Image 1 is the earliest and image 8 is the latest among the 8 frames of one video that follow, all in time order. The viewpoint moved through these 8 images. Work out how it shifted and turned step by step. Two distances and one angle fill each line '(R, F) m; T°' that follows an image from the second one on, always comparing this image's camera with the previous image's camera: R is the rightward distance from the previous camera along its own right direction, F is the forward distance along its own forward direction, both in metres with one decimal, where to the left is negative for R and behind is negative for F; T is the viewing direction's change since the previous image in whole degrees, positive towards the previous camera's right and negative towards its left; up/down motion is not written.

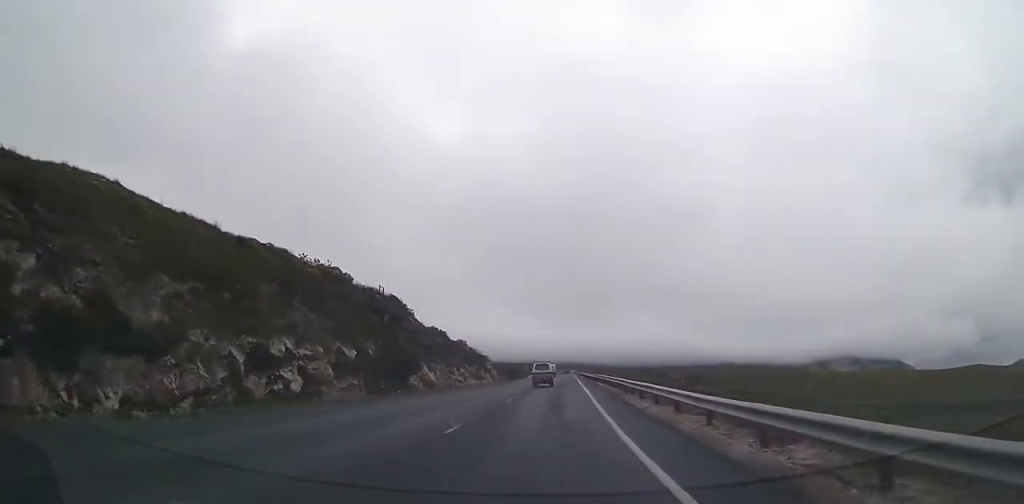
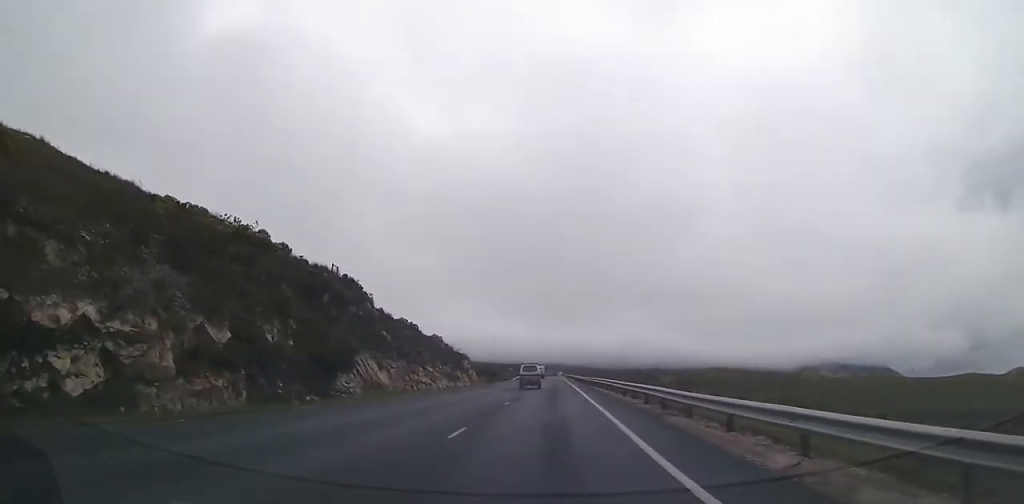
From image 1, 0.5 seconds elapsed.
(+0.3, +12.9) m; +1°
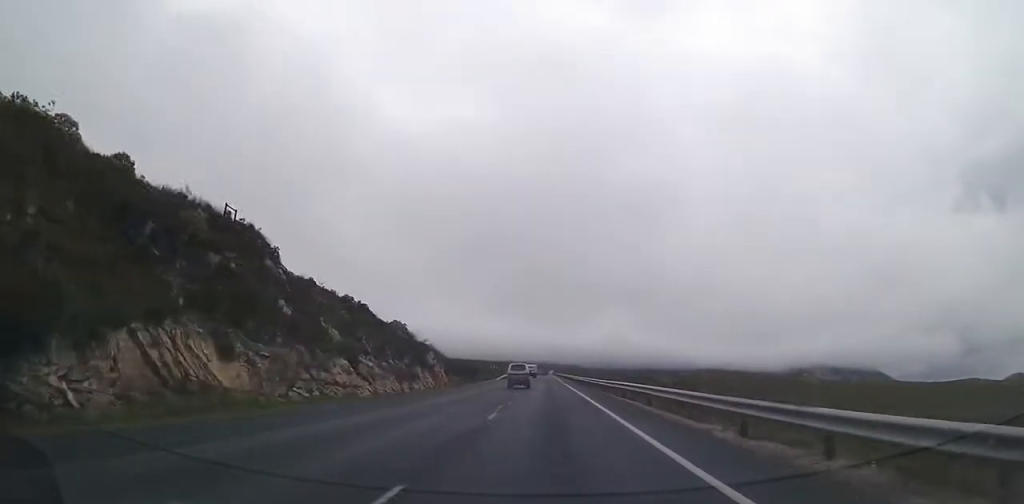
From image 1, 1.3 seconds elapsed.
(0.0, +19.7) m; 0°
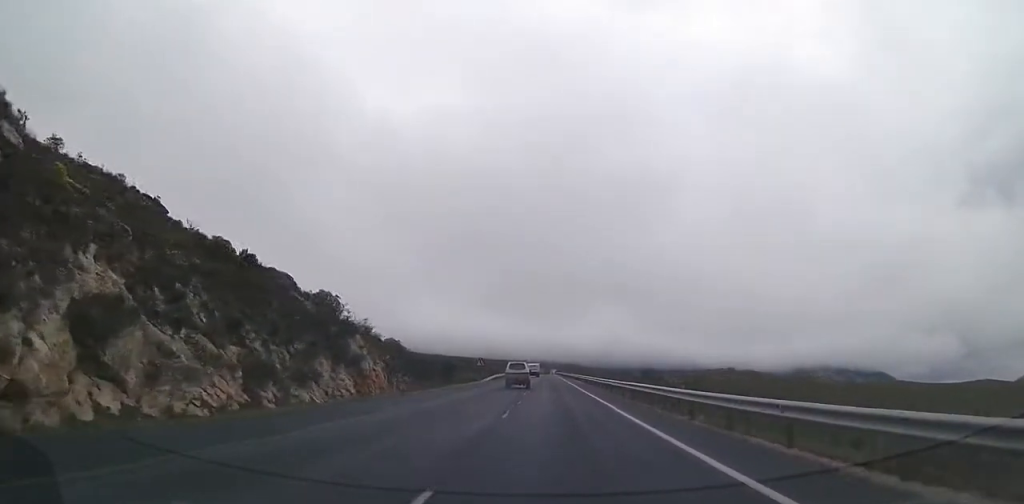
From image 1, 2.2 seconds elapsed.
(0.0, +24.8) m; 0°
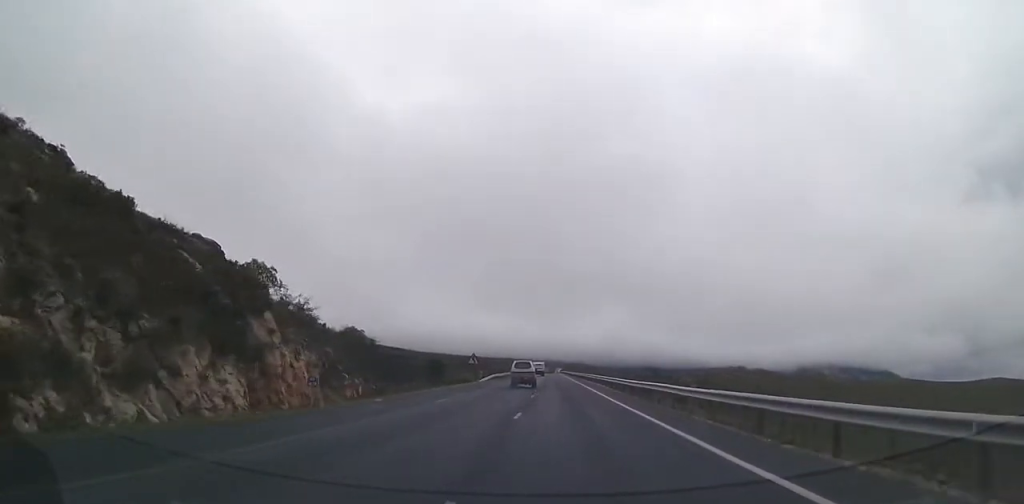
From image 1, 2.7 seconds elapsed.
(0.0, +12.9) m; -1°
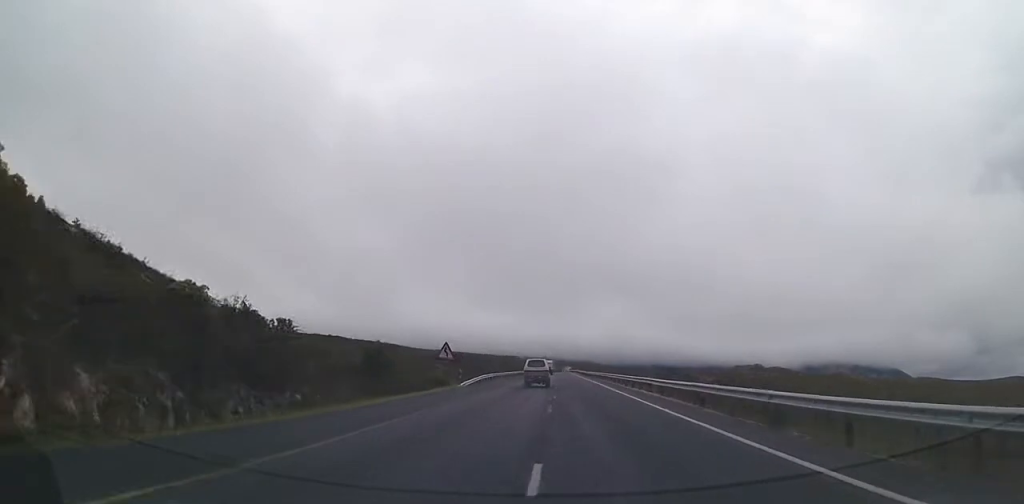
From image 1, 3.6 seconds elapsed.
(-0.3, +22.4) m; -1°
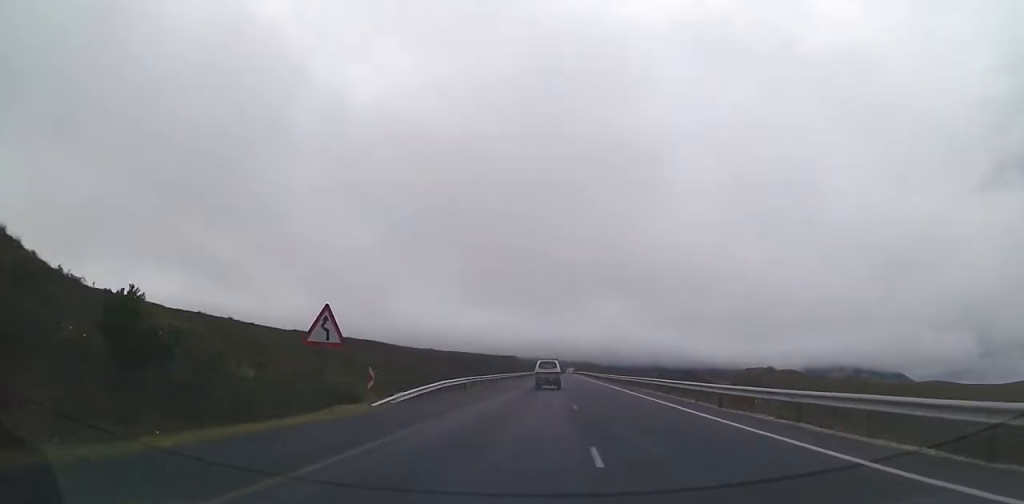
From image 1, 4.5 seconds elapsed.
(-0.3, +23.1) m; 0°
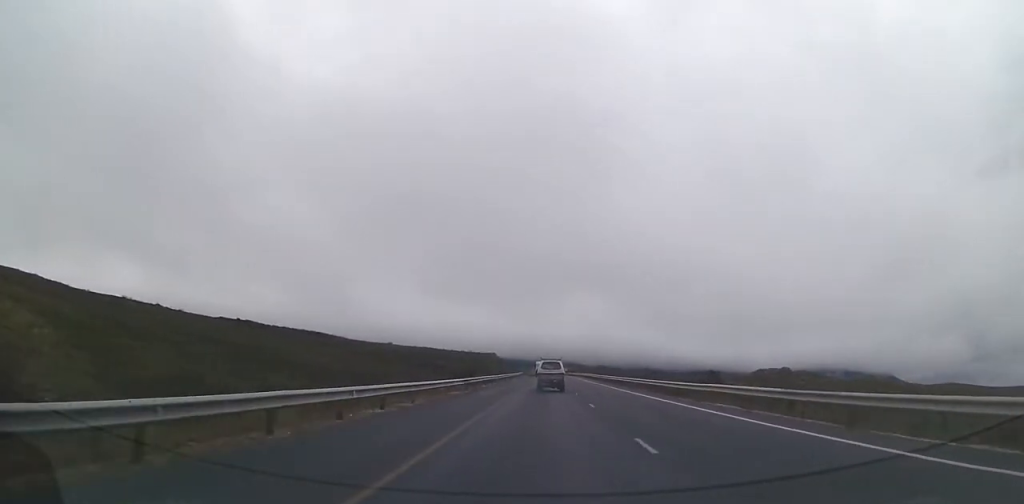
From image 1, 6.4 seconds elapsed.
(+0.1, +48.3) m; 0°
